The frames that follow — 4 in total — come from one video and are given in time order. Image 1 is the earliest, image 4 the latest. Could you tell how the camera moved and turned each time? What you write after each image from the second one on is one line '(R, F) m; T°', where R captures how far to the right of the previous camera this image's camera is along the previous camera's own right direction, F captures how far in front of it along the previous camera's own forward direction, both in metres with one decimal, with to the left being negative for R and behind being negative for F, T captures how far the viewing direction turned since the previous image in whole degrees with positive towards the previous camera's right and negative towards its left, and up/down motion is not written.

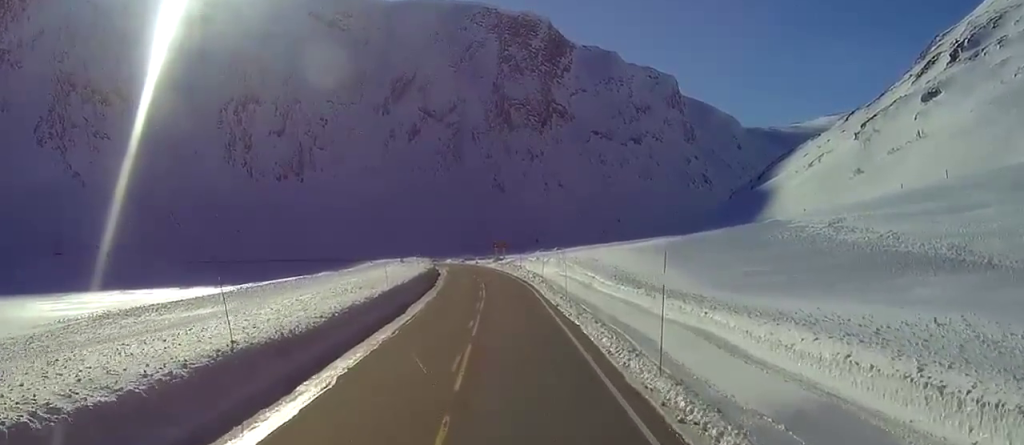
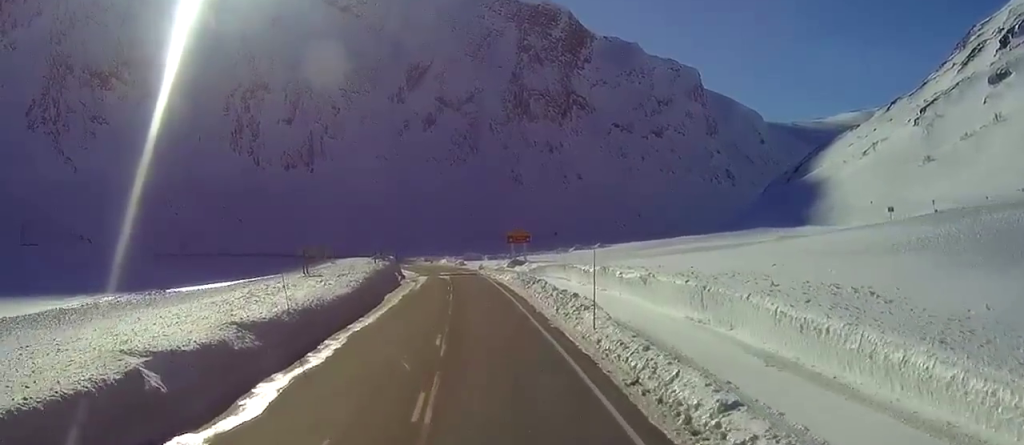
(0.0, +65.7) m; 0°
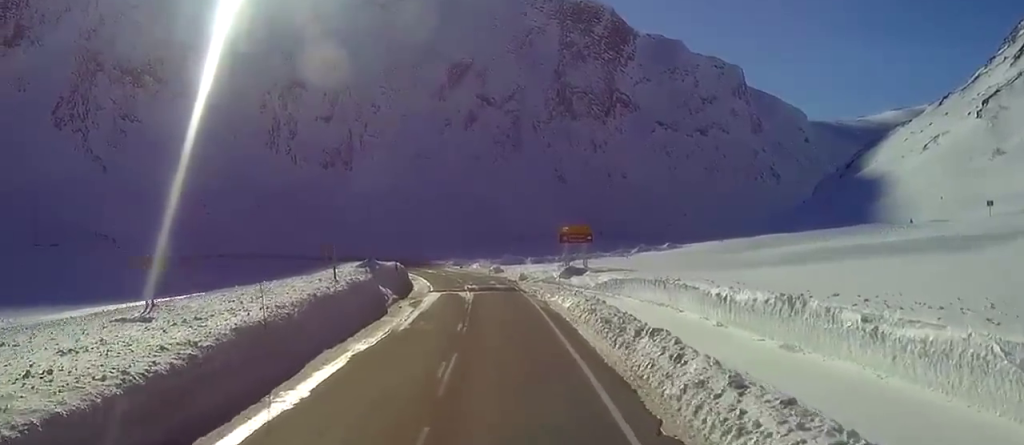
(0.0, +30.0) m; 0°
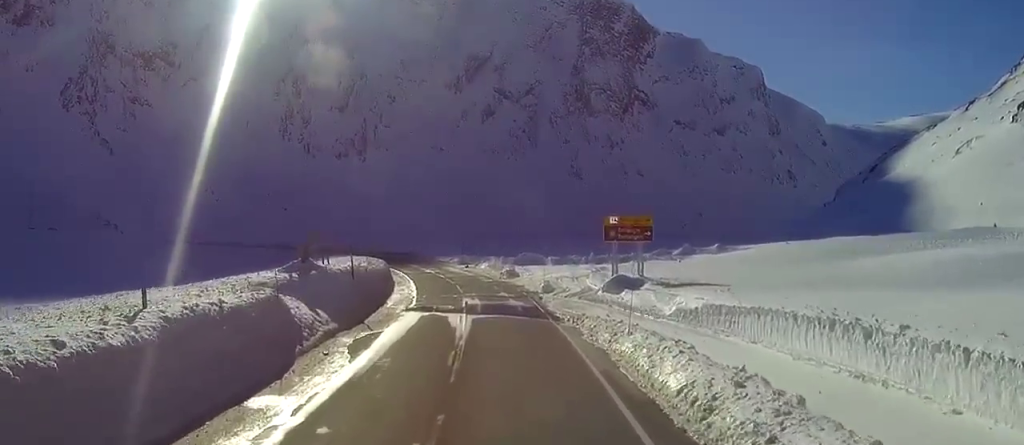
(0.0, +23.0) m; 0°
